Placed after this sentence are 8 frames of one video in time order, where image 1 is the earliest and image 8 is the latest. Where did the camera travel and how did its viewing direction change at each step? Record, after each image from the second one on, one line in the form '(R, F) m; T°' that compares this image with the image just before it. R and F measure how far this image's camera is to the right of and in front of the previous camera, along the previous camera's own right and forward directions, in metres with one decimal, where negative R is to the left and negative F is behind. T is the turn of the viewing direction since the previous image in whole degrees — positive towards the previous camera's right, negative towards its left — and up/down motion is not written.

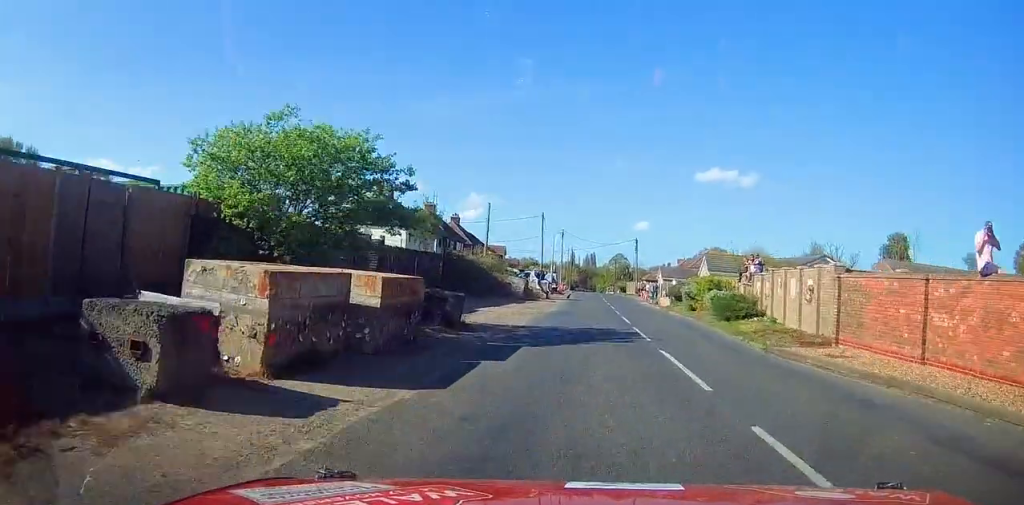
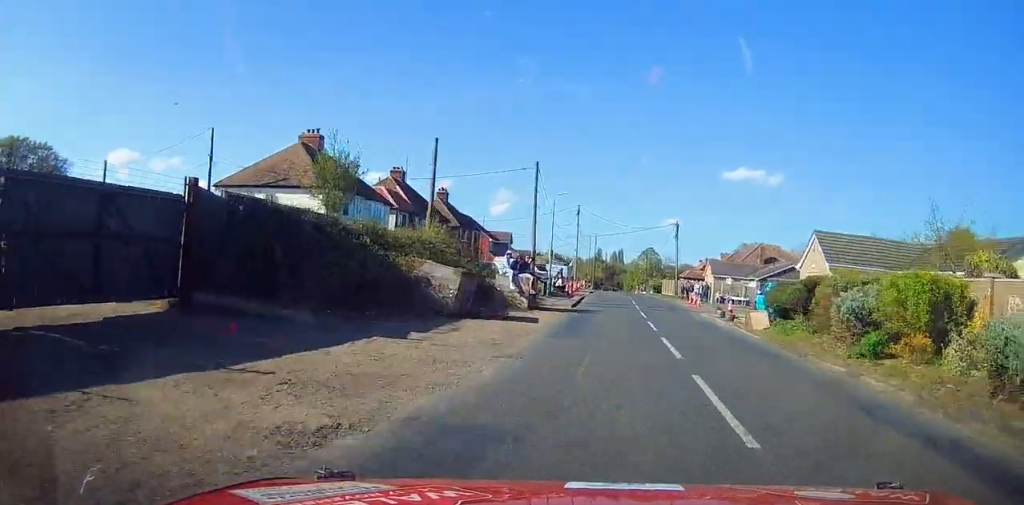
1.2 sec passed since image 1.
(+1.4, +20.3) m; +3°
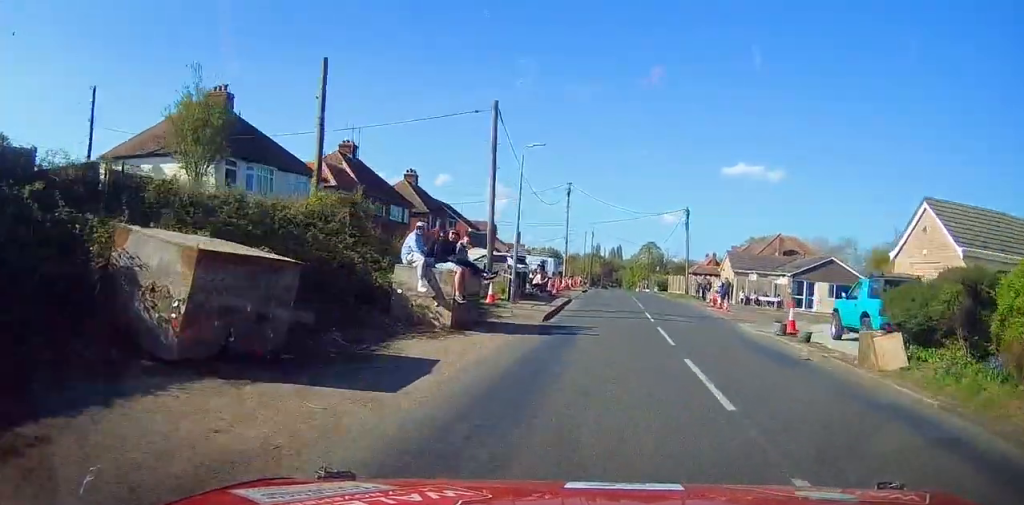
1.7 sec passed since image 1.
(-0.2, +10.2) m; 0°
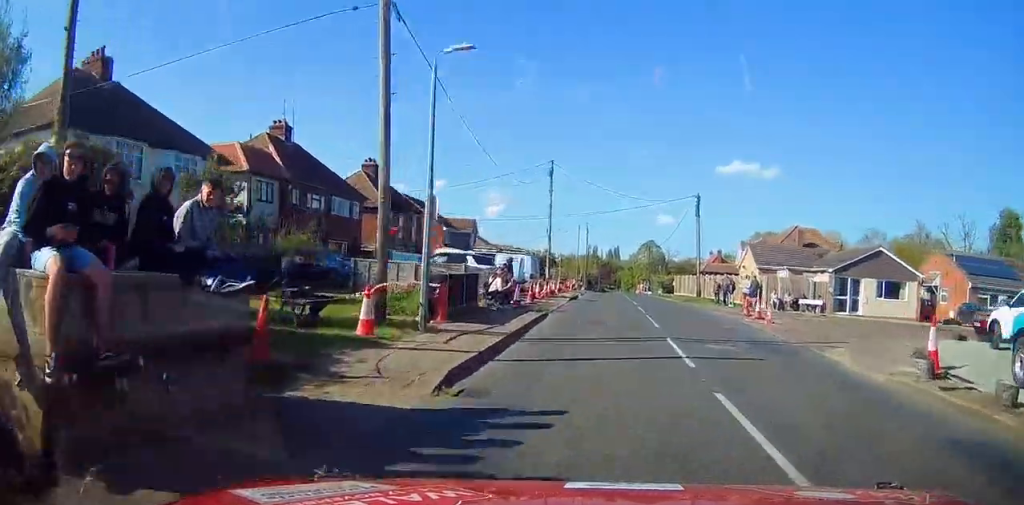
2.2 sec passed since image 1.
(+0.1, +9.4) m; 0°
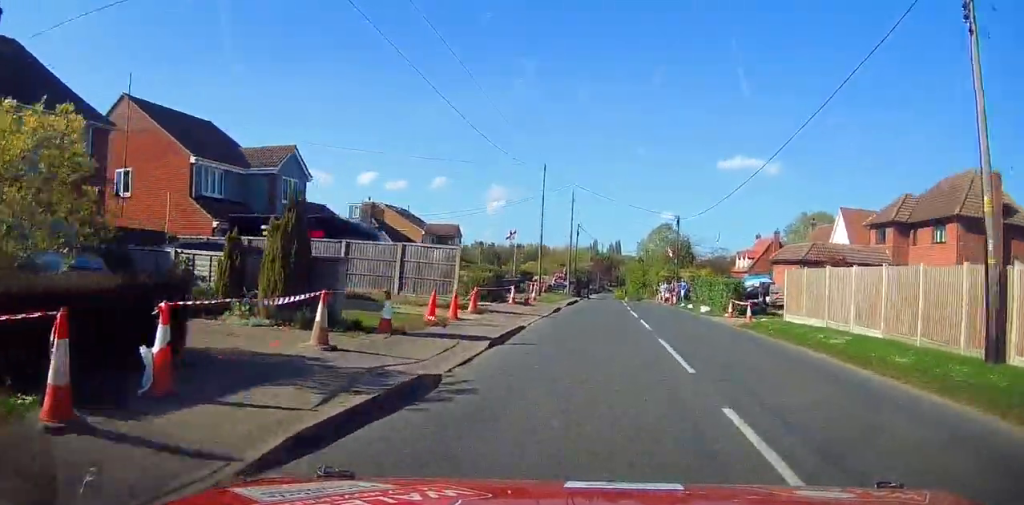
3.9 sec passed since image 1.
(-0.2, +37.5) m; 0°
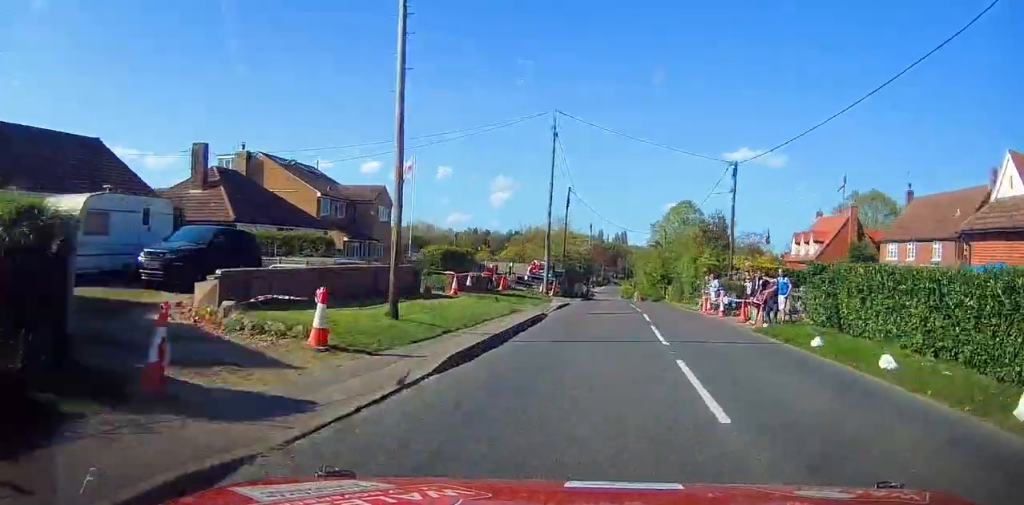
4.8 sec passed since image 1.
(+0.2, +22.7) m; 0°
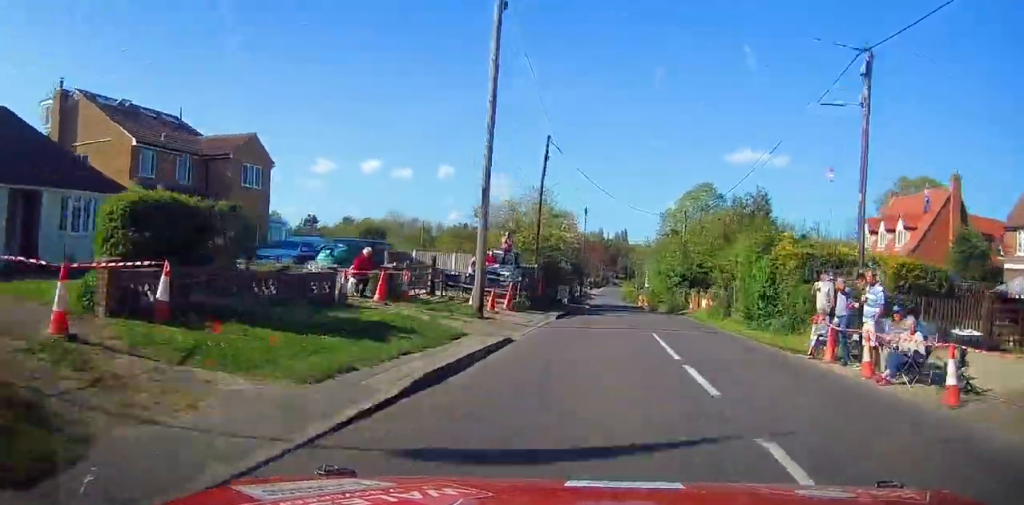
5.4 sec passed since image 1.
(-0.2, +16.8) m; 0°
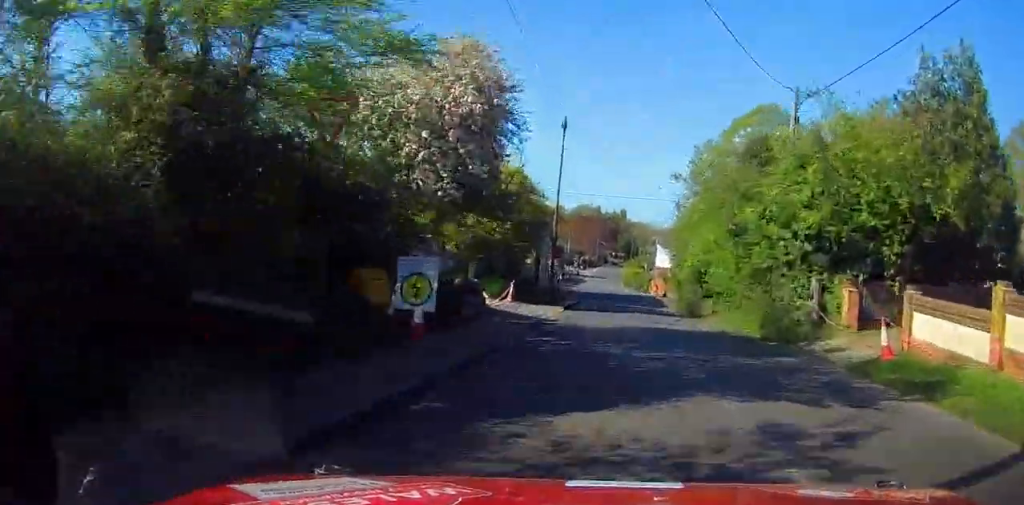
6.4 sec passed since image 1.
(-0.1, +29.0) m; 0°
